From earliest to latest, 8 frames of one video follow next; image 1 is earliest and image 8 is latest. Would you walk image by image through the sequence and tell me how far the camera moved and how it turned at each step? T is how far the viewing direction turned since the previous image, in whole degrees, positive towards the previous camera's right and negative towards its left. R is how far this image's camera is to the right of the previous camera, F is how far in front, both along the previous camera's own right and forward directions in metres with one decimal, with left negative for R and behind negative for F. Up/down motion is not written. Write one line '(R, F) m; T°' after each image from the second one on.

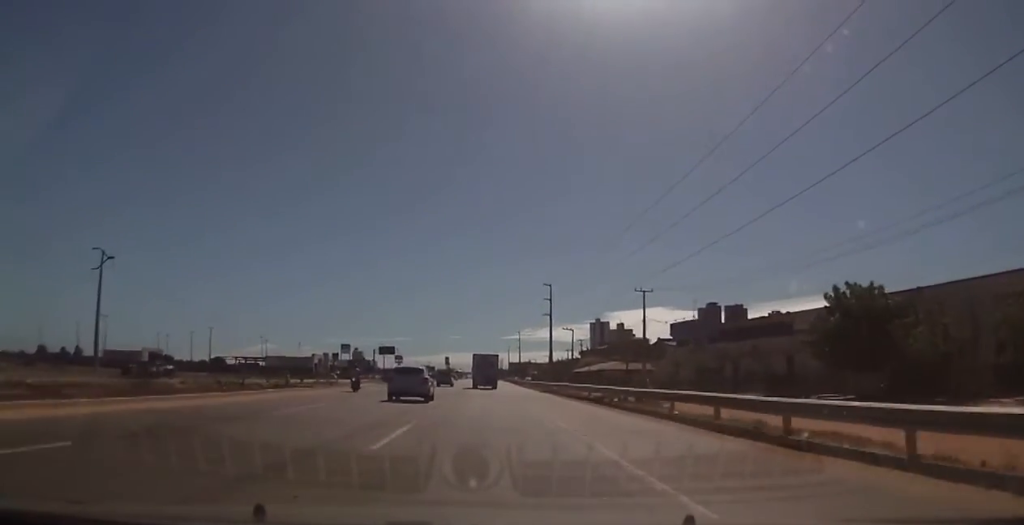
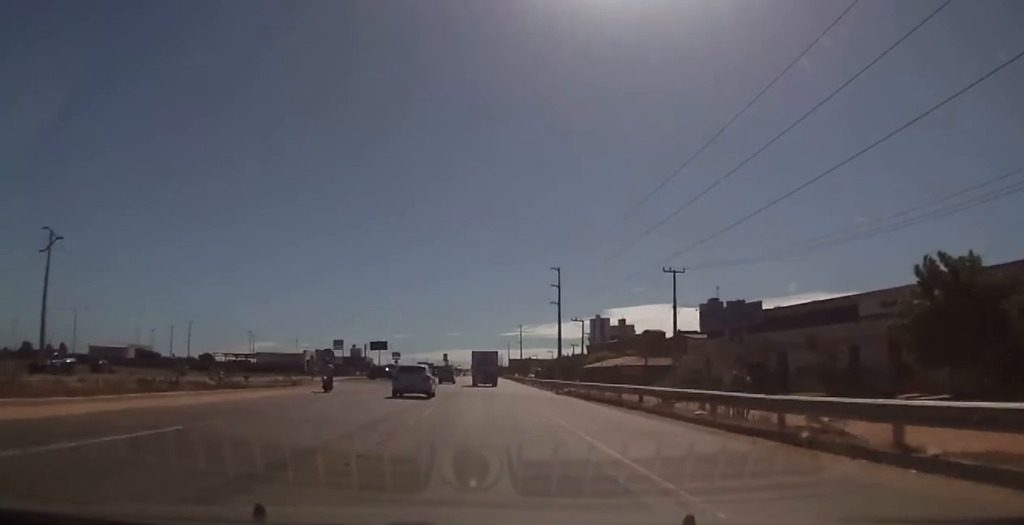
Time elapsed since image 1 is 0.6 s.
(-0.2, +11.2) m; 0°
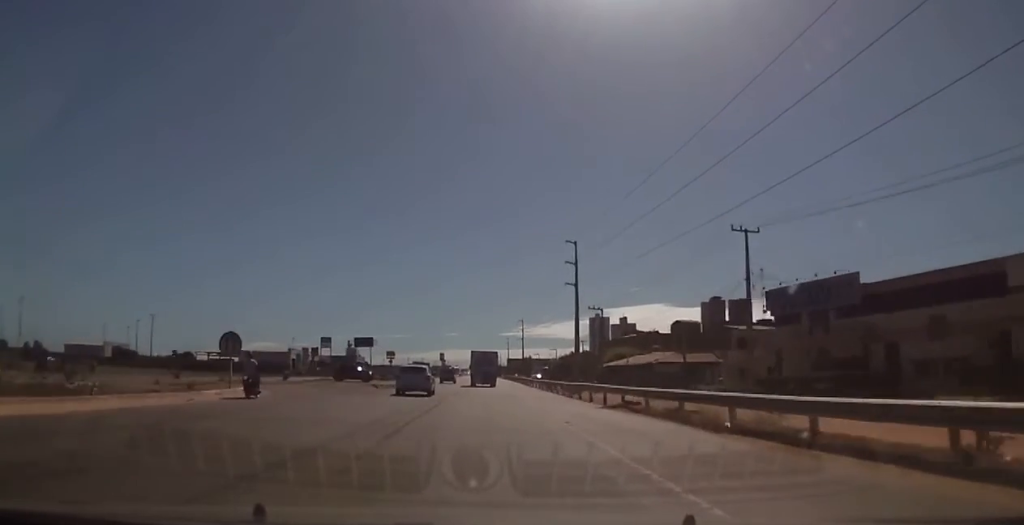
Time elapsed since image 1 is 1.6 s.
(0.0, +16.1) m; +1°
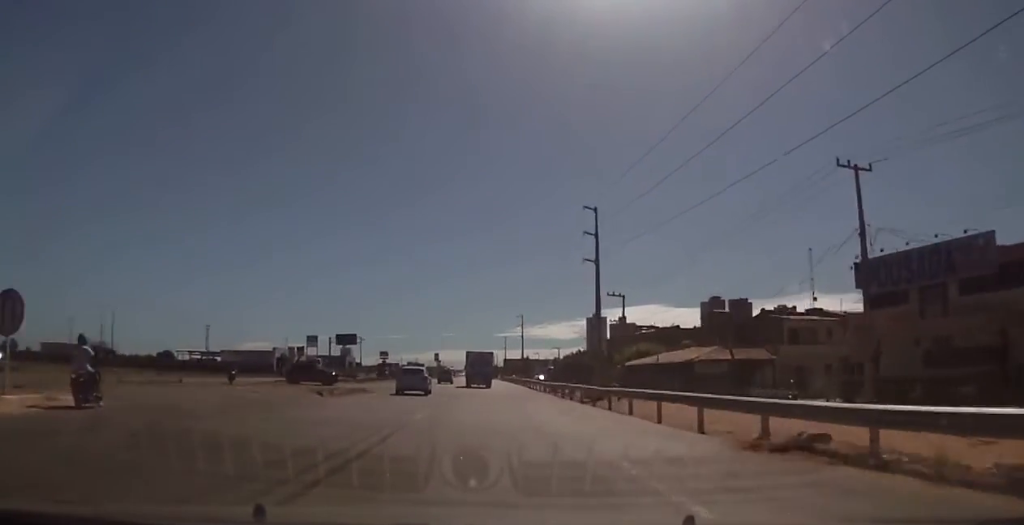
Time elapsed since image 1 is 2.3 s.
(+0.1, +12.7) m; +1°
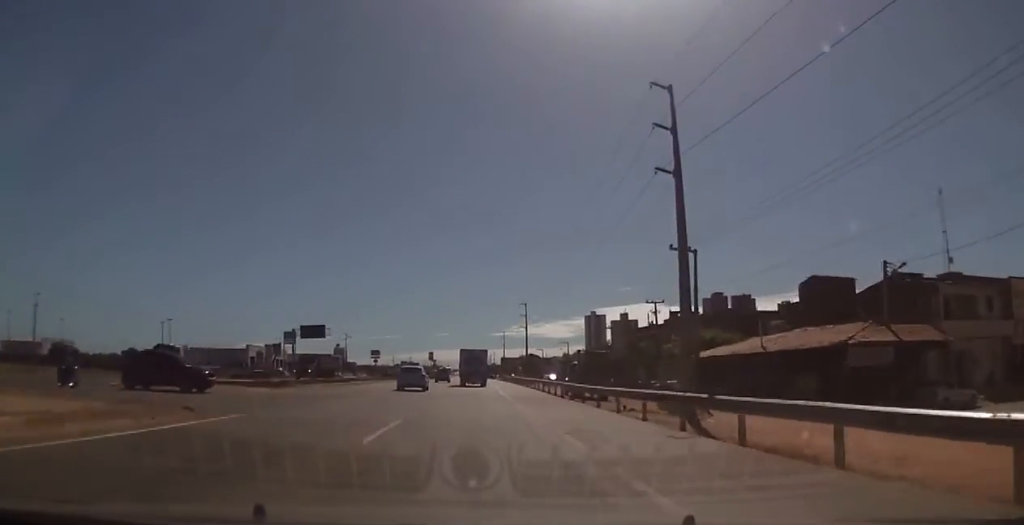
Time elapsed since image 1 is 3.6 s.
(+0.1, +19.7) m; 0°
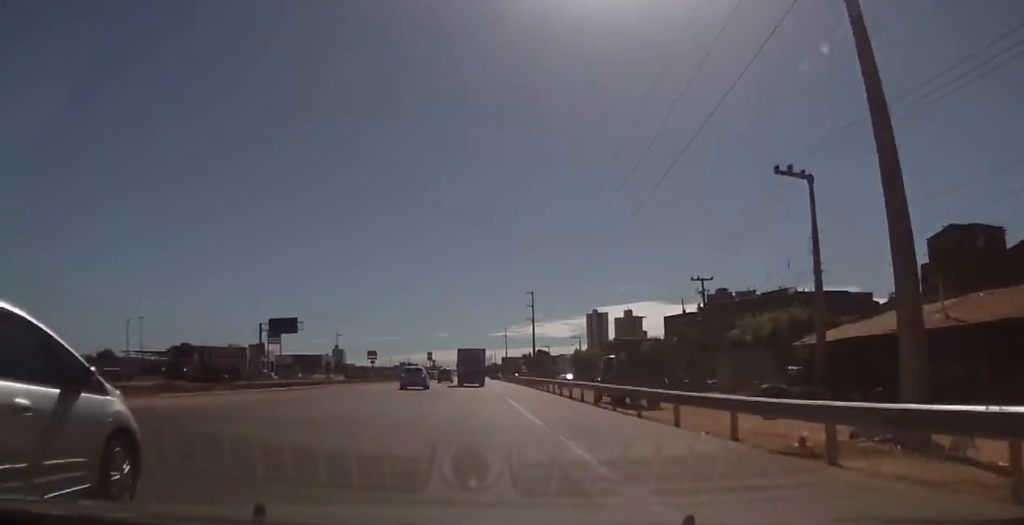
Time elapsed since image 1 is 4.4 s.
(0.0, +14.3) m; 0°
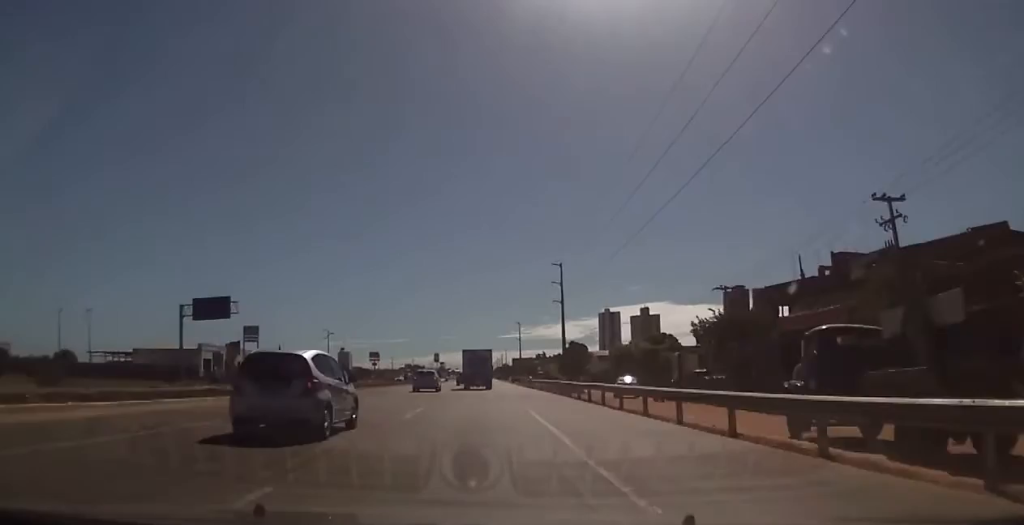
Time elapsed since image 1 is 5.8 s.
(-0.1, +27.9) m; -1°
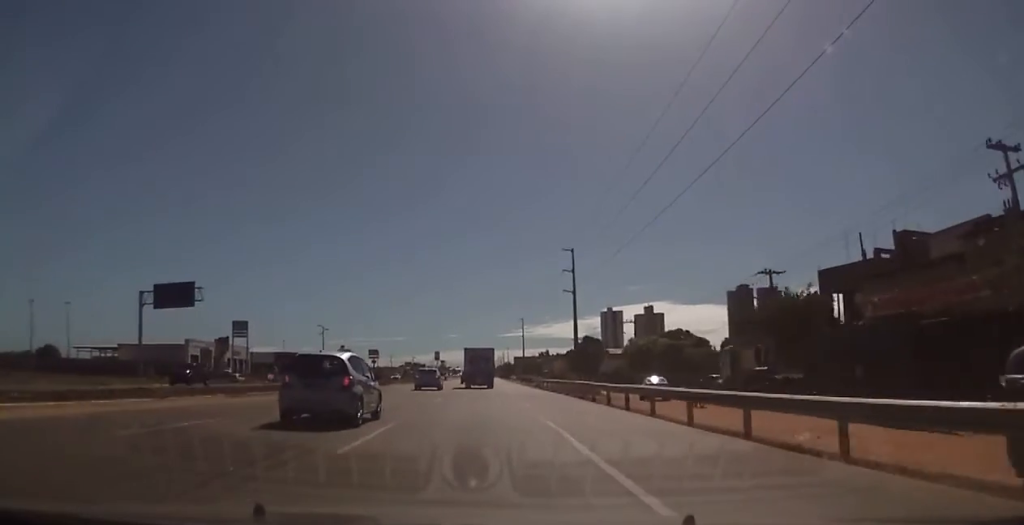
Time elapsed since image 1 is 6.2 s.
(0.0, +8.7) m; 0°
